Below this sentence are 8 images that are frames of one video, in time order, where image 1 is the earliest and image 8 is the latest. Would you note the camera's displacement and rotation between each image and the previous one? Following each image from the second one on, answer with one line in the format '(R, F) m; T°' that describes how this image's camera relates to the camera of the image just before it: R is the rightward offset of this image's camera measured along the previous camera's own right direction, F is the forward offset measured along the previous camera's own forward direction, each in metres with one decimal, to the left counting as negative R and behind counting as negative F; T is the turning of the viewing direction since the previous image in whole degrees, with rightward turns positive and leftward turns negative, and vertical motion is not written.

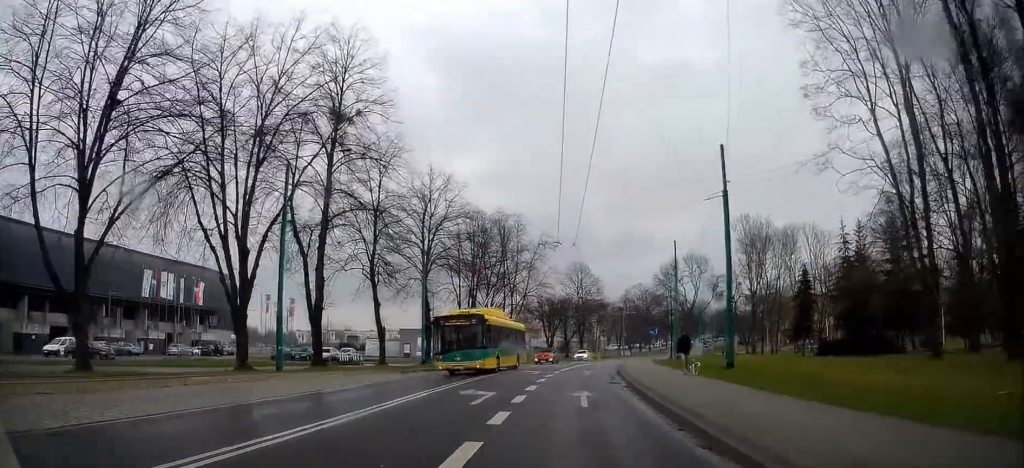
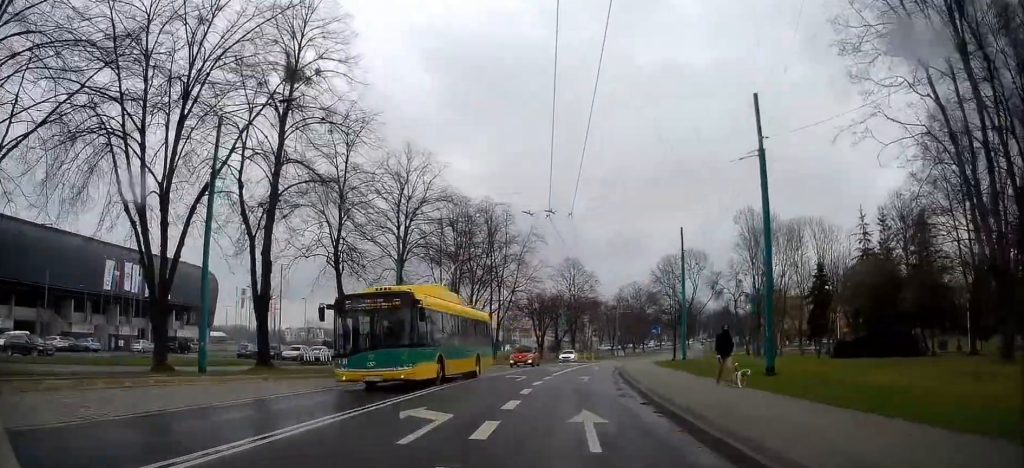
(0.0, +5.8) m; +2°
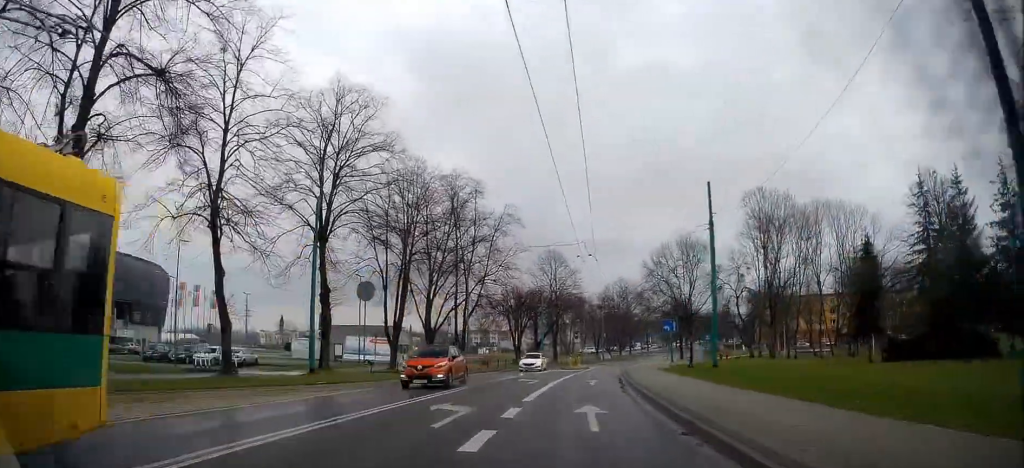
(+0.6, +13.0) m; +3°
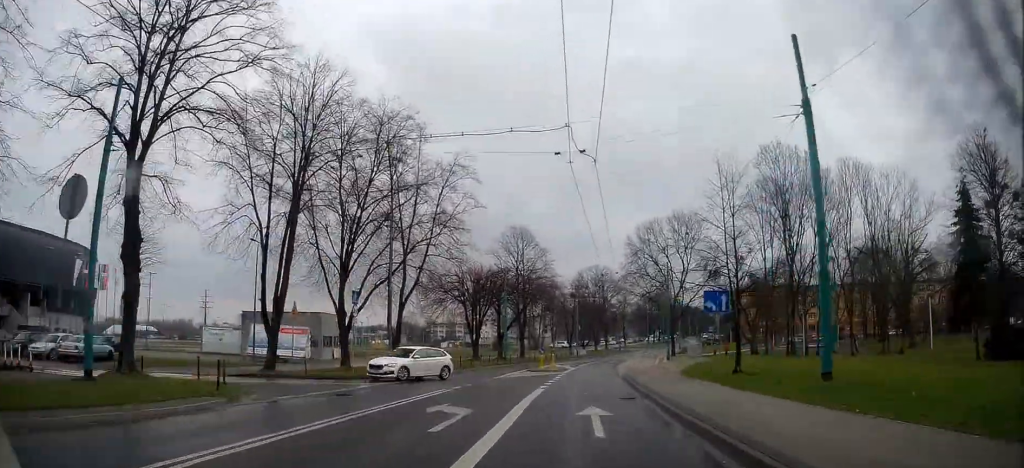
(-0.1, +15.7) m; +1°
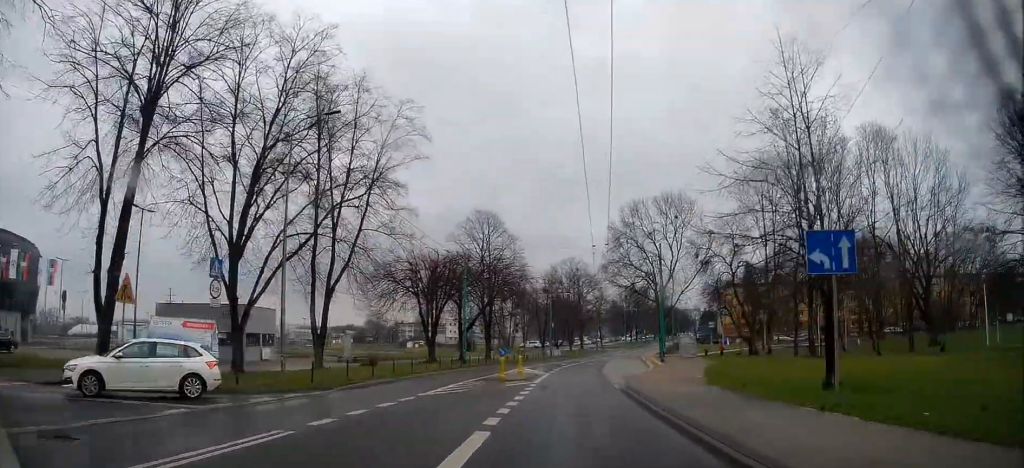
(+0.2, +10.7) m; +3°
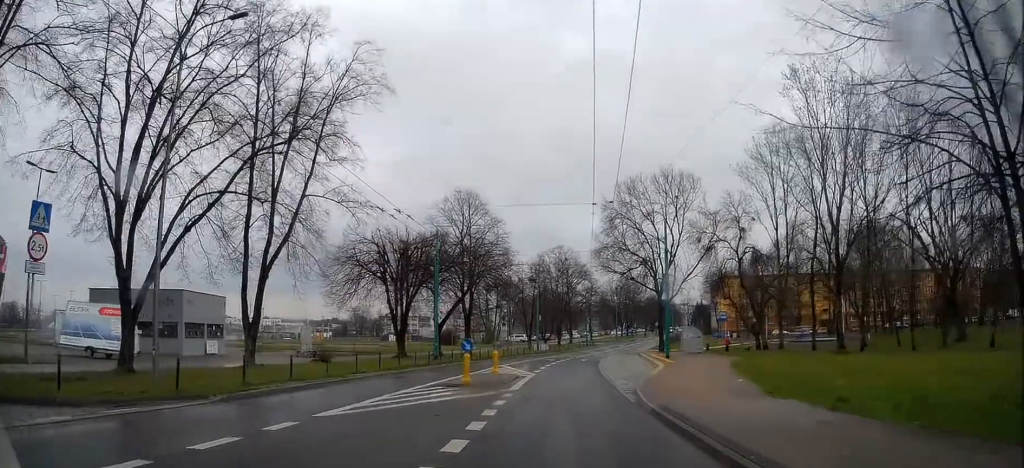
(+0.2, +7.5) m; +1°
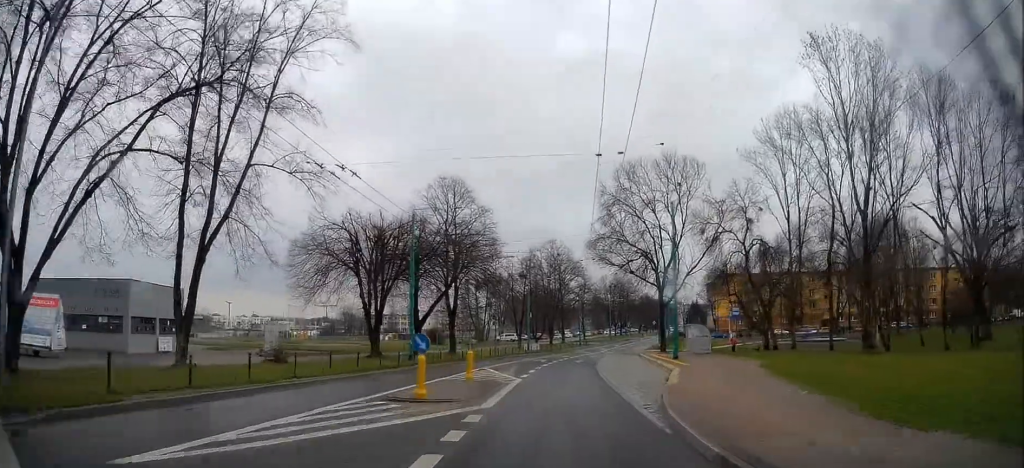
(+0.1, +5.4) m; +1°
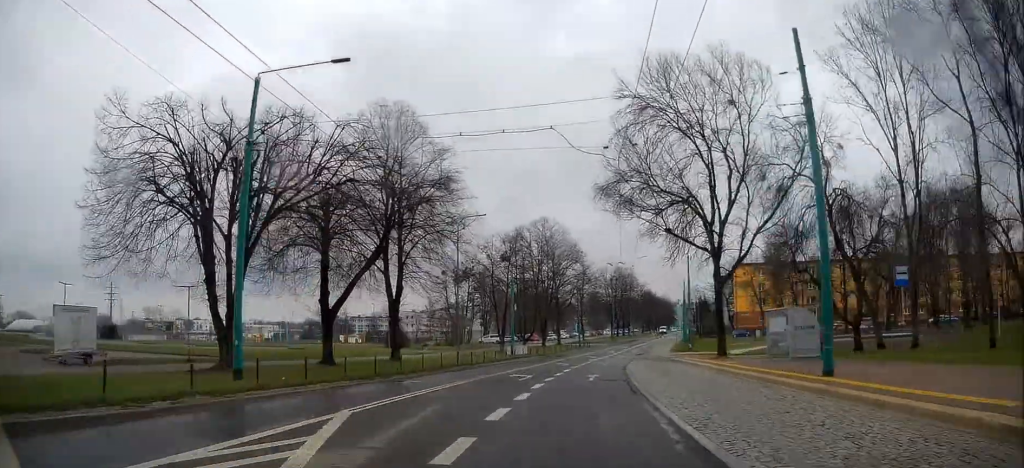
(+0.6, +21.9) m; +3°
